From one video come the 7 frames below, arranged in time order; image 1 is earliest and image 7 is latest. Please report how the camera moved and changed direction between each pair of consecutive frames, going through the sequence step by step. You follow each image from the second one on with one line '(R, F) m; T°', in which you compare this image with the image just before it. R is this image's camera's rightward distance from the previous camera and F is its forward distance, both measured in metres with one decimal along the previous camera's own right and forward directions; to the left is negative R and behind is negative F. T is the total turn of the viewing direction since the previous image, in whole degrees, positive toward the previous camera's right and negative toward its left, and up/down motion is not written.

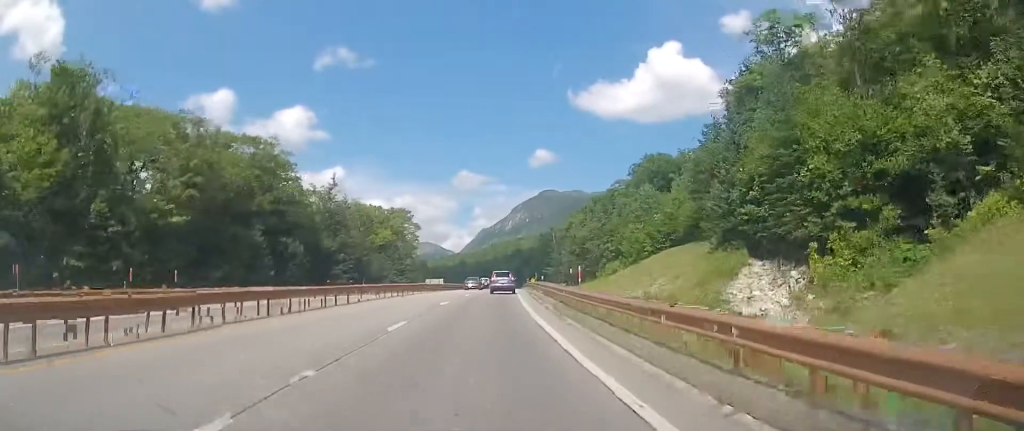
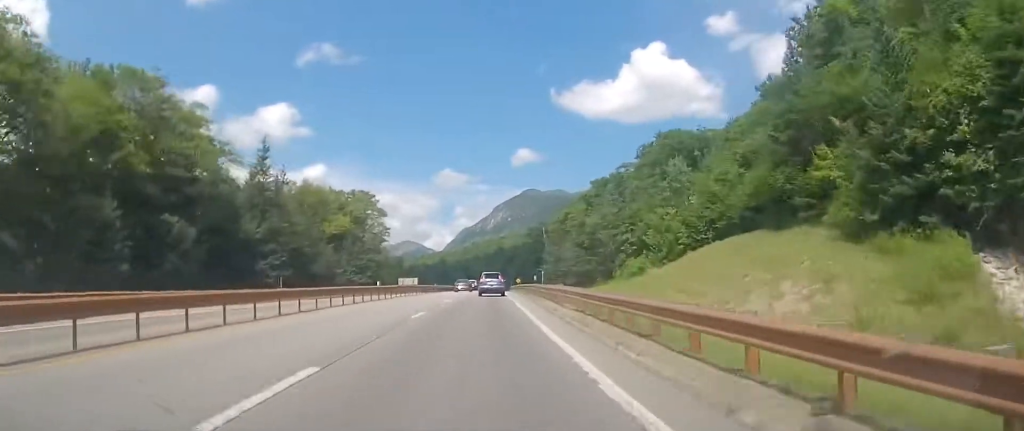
(+0.2, +21.4) m; +1°
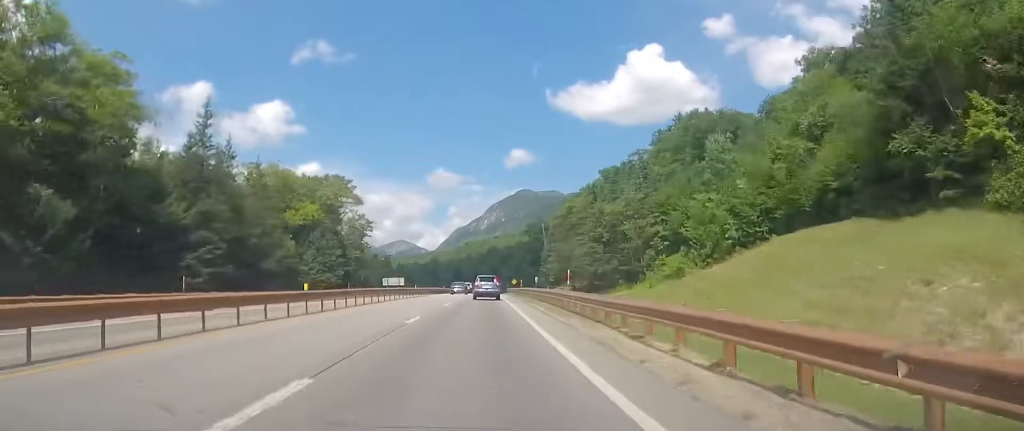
(0.0, +12.4) m; 0°
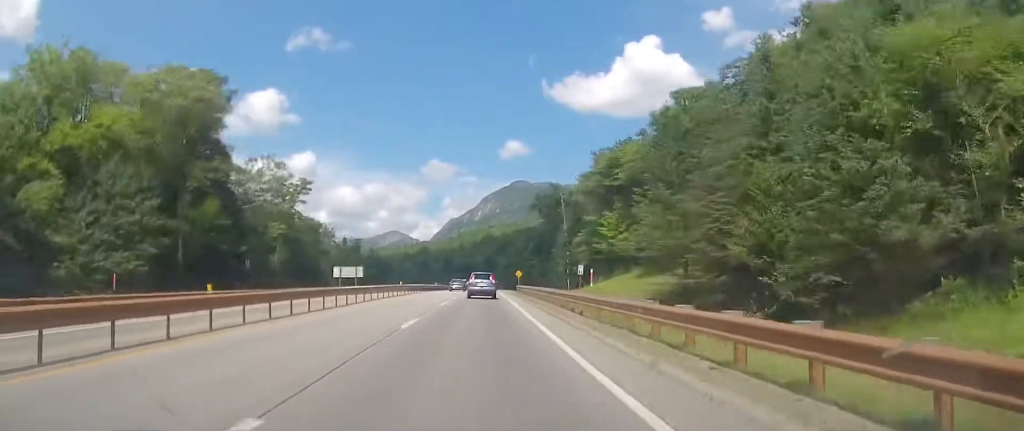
(+0.3, +37.5) m; +1°
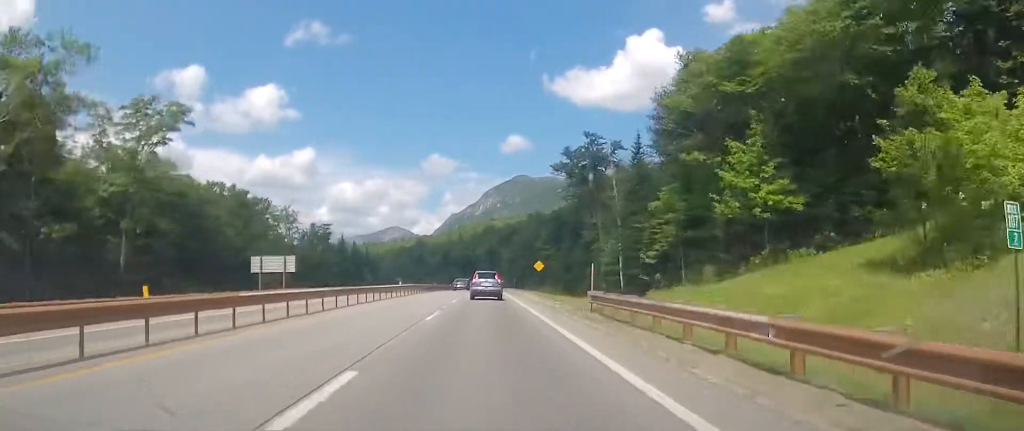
(+0.3, +33.2) m; 0°
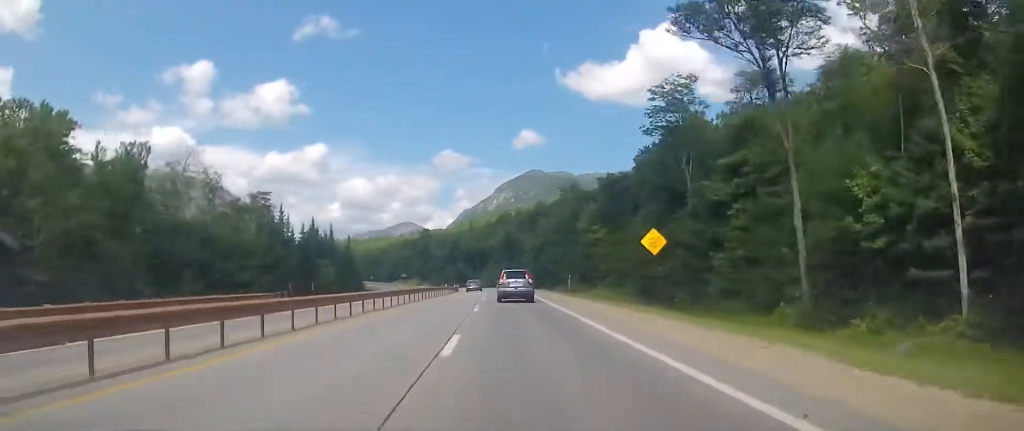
(-0.8, +42.9) m; -2°
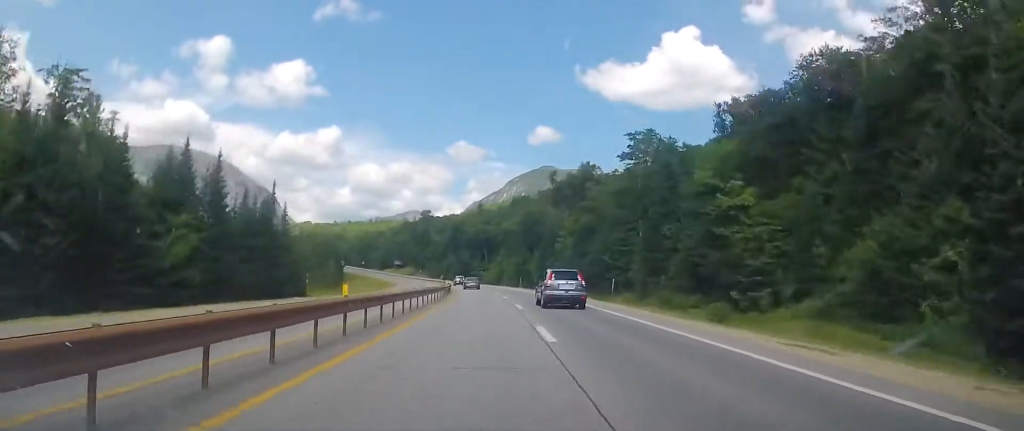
(-0.7, +46.0) m; 0°
